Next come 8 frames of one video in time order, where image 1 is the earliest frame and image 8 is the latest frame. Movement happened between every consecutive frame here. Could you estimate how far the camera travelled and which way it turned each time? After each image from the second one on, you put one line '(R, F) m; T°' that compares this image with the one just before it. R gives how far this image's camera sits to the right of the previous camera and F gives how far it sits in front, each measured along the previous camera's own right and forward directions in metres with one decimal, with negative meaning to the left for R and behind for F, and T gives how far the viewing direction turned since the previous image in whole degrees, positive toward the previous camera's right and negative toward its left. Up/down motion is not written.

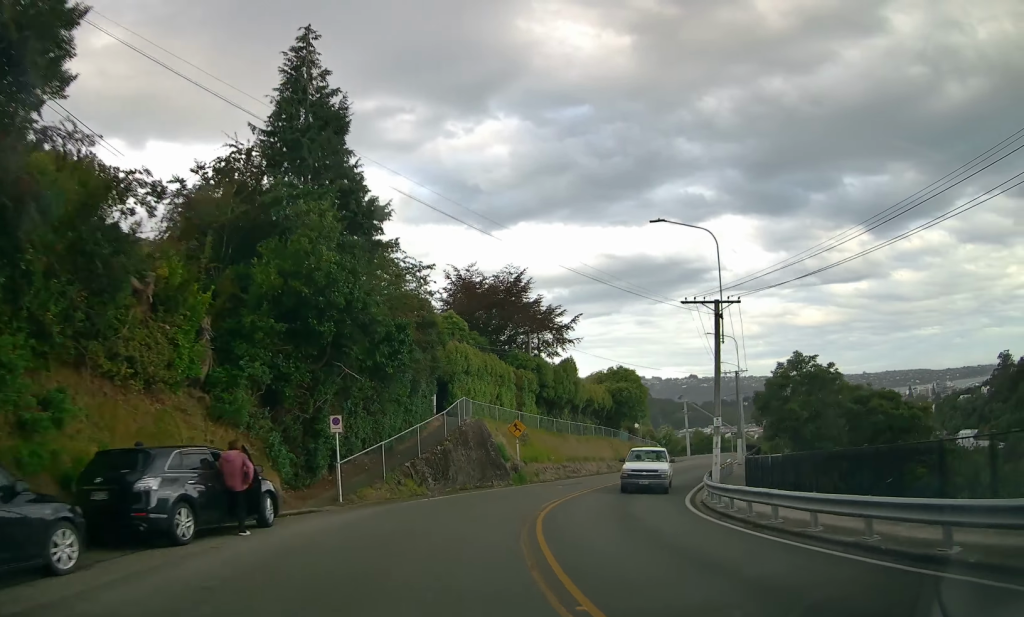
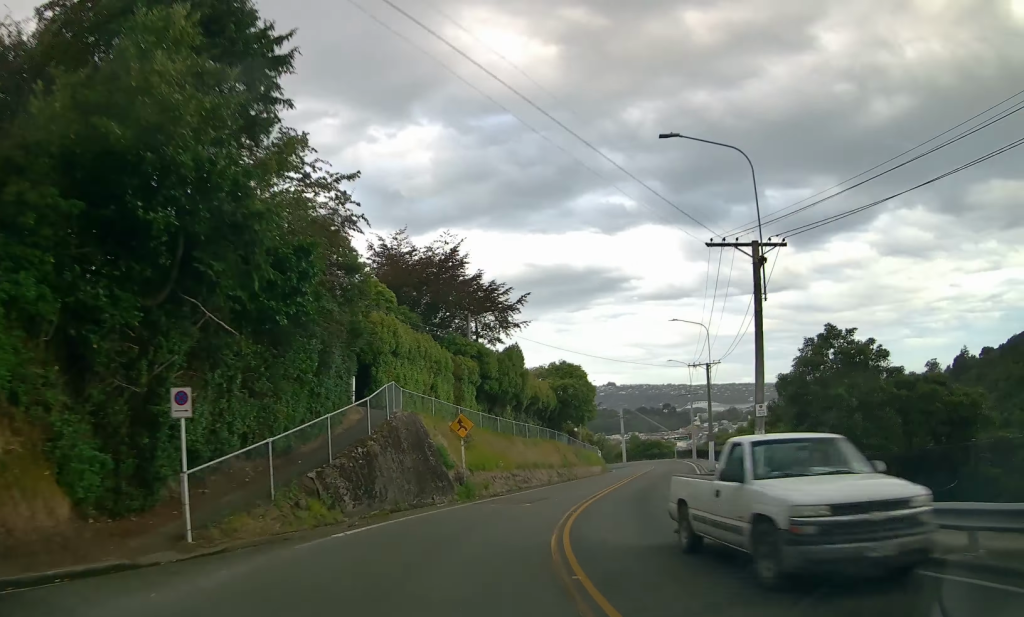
(+0.2, +8.8) m; +4°
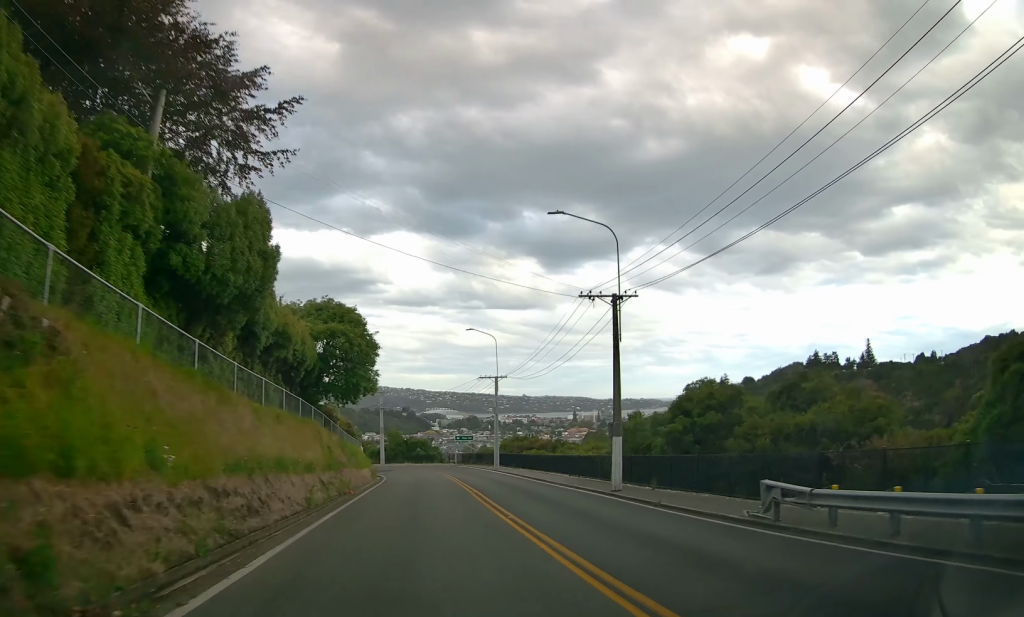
(+4.7, +23.6) m; +21°
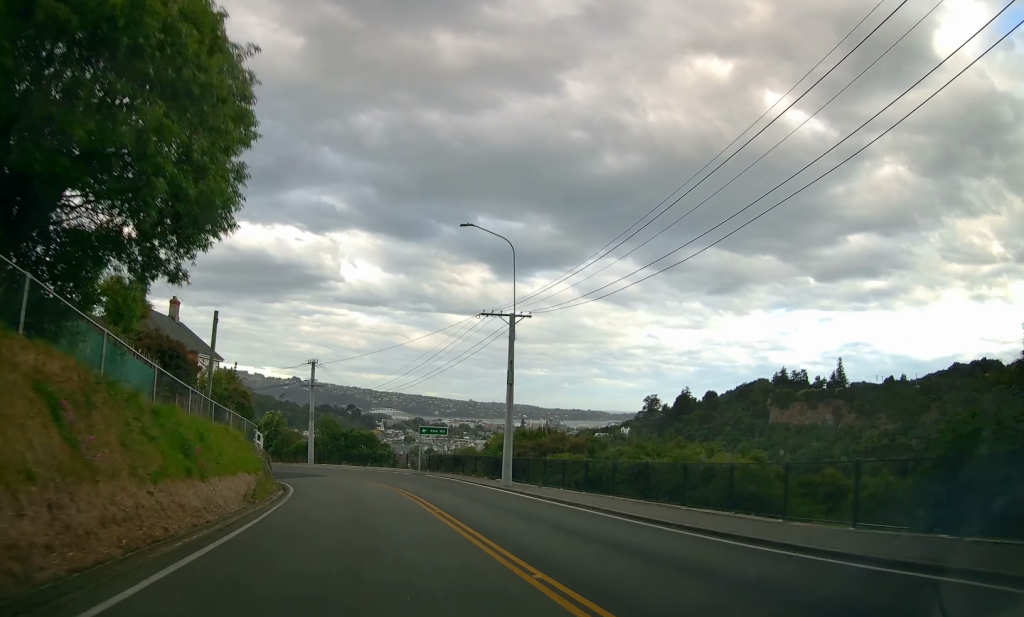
(+1.0, +26.6) m; +3°
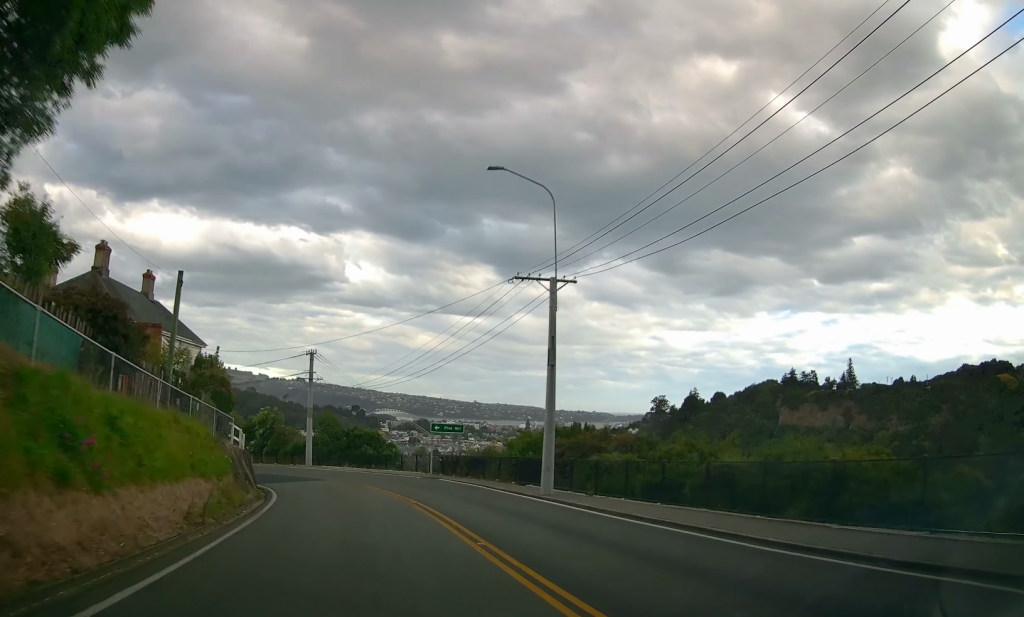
(+0.1, +6.2) m; 0°
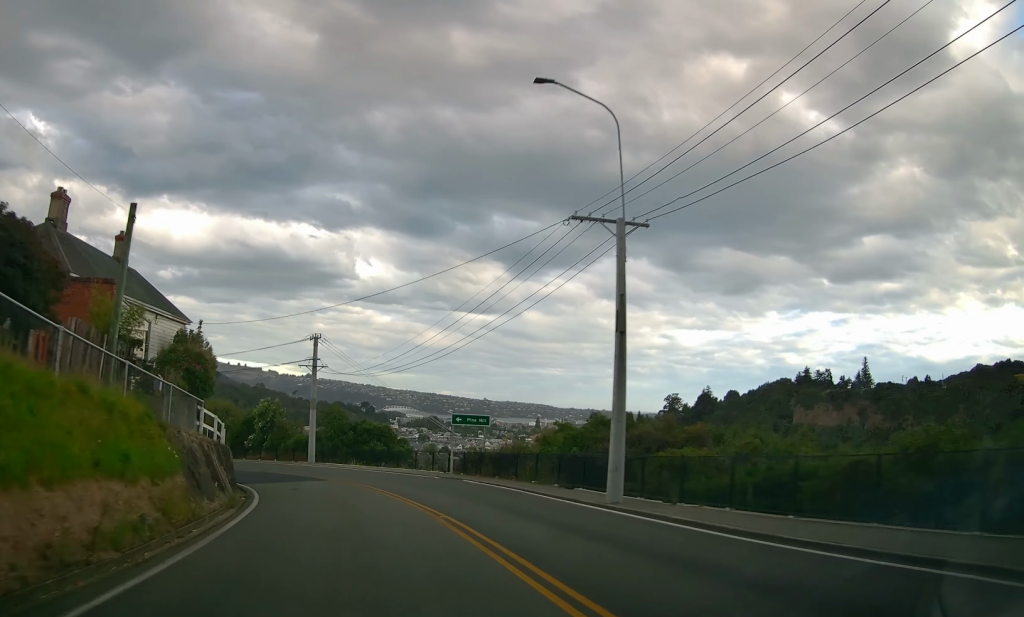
(+0.1, +5.7) m; 0°
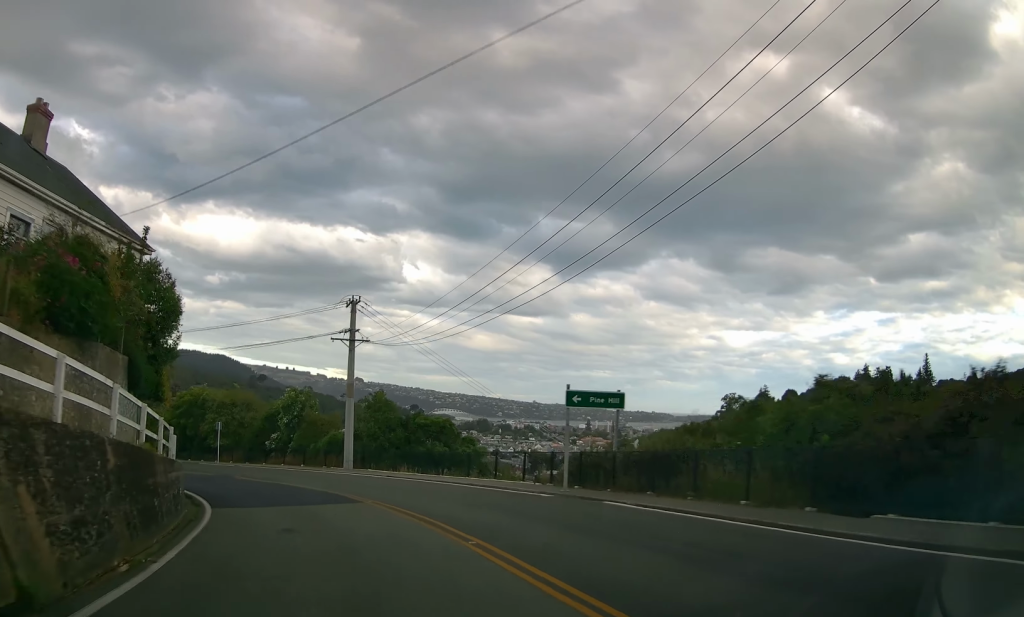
(-0.3, +13.5) m; -5°
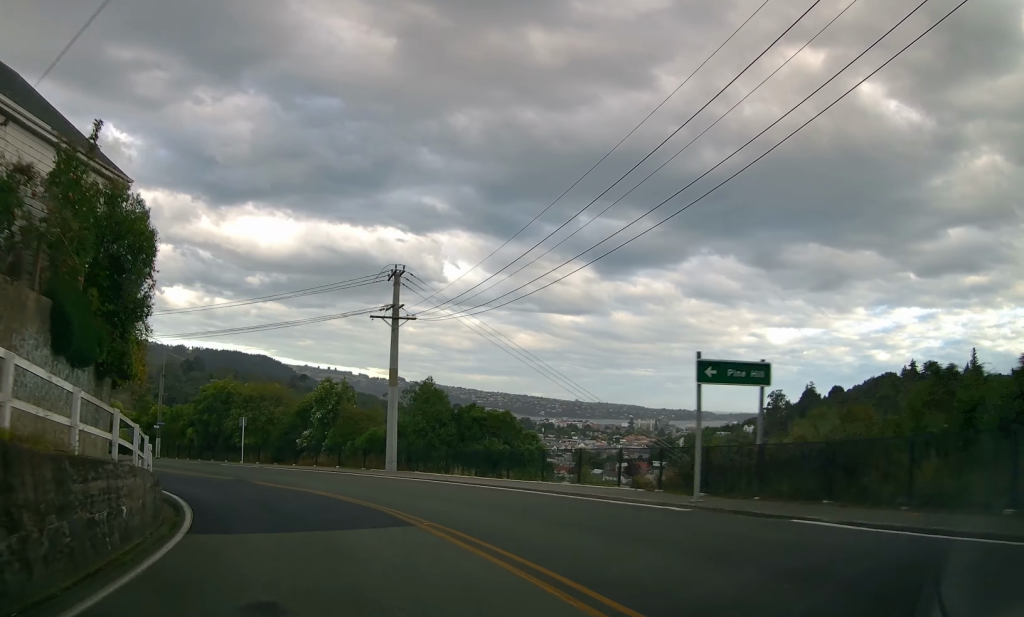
(-0.2, +6.9) m; -4°
